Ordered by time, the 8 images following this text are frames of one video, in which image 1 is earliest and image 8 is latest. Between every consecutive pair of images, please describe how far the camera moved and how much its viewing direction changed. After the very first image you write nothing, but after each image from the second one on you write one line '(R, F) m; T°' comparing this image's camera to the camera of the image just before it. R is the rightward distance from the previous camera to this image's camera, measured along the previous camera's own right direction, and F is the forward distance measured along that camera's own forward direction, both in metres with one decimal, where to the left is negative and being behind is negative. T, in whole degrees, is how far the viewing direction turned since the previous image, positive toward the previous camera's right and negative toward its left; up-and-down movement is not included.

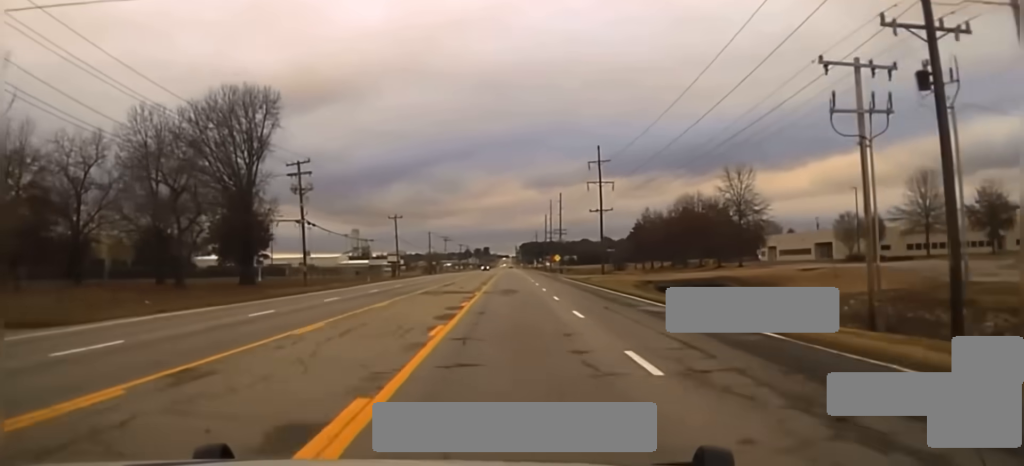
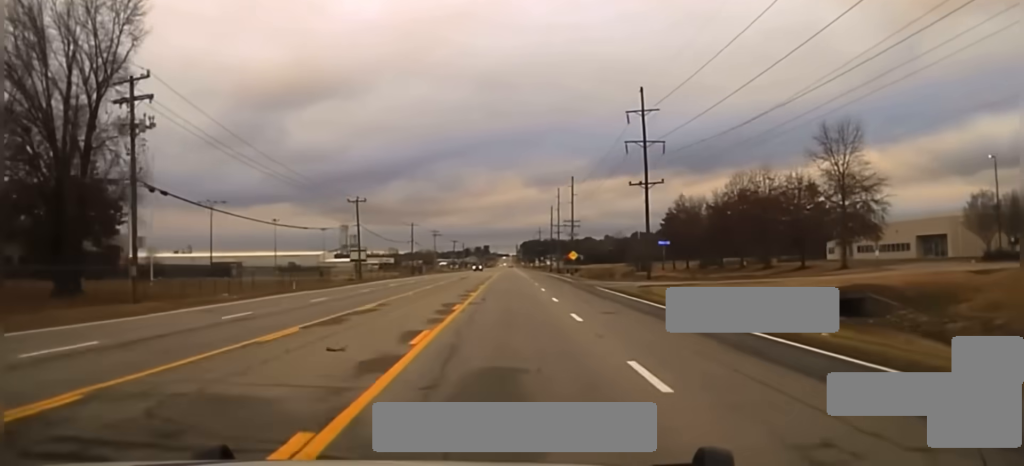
(+0.1, +36.6) m; 0°
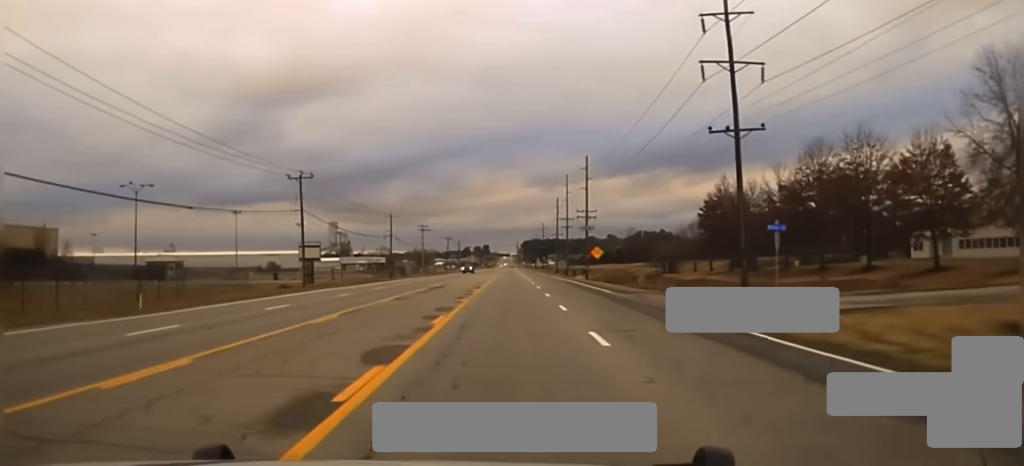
(+0.1, +29.5) m; 0°
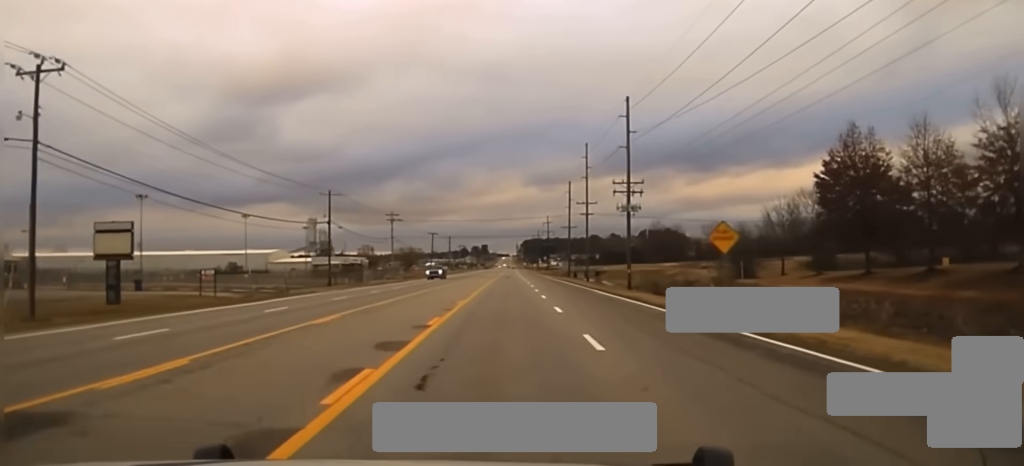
(+0.1, +48.2) m; 0°
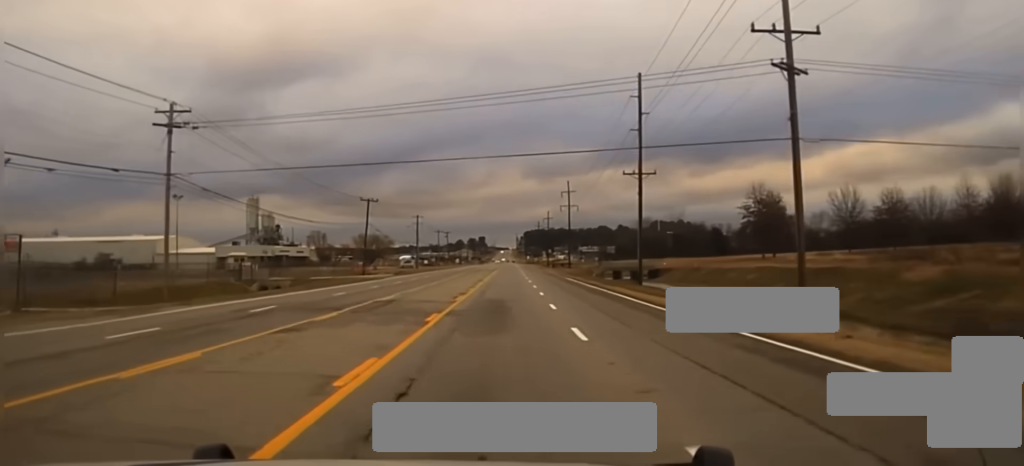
(-0.7, +104.7) m; 0°
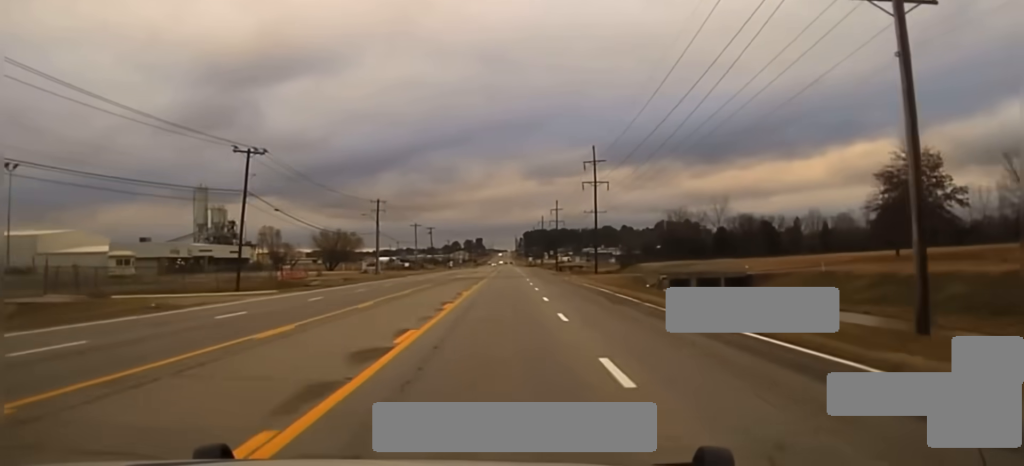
(0.0, +59.4) m; 0°
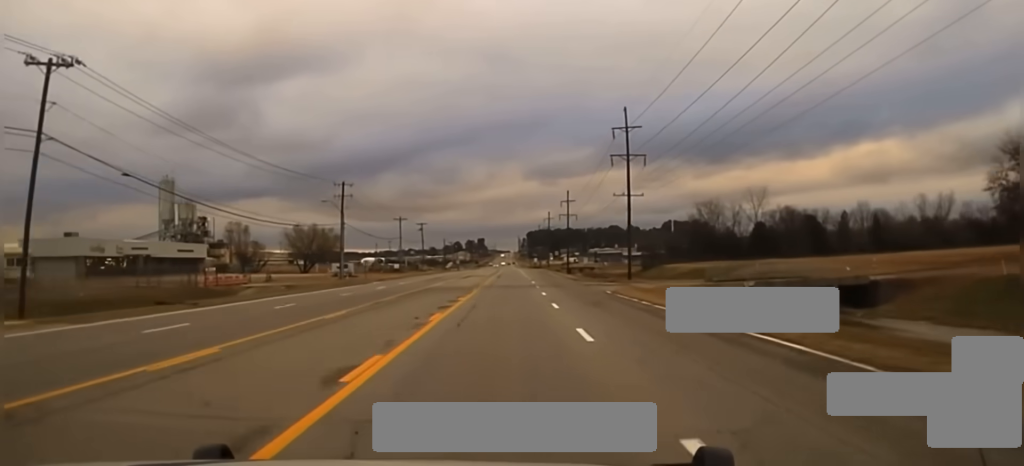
(0.0, +31.8) m; 0°
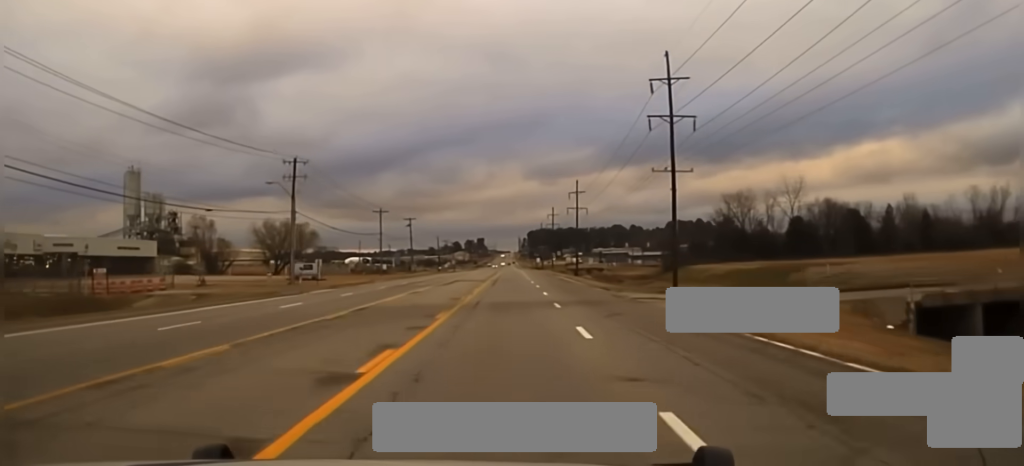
(0.0, +20.0) m; 0°
